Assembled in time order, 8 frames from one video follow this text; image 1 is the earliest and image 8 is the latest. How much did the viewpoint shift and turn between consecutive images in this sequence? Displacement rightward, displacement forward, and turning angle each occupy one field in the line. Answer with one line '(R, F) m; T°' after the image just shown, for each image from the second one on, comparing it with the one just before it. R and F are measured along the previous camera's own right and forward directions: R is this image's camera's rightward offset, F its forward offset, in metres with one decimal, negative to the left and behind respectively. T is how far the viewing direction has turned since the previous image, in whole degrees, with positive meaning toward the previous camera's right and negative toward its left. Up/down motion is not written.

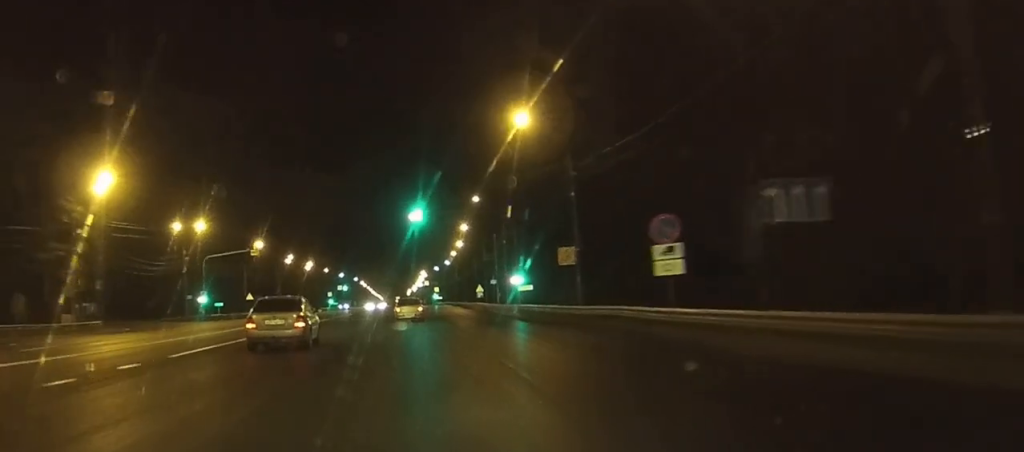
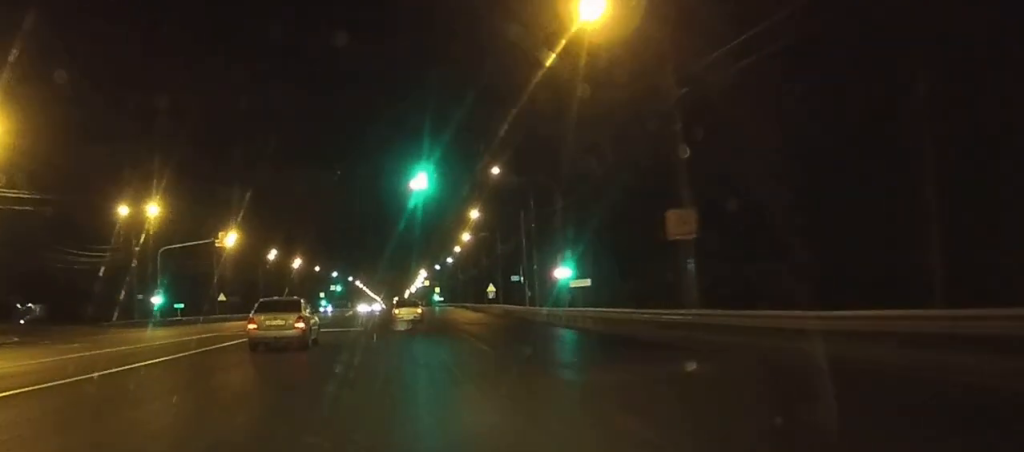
(0.0, +19.7) m; 0°
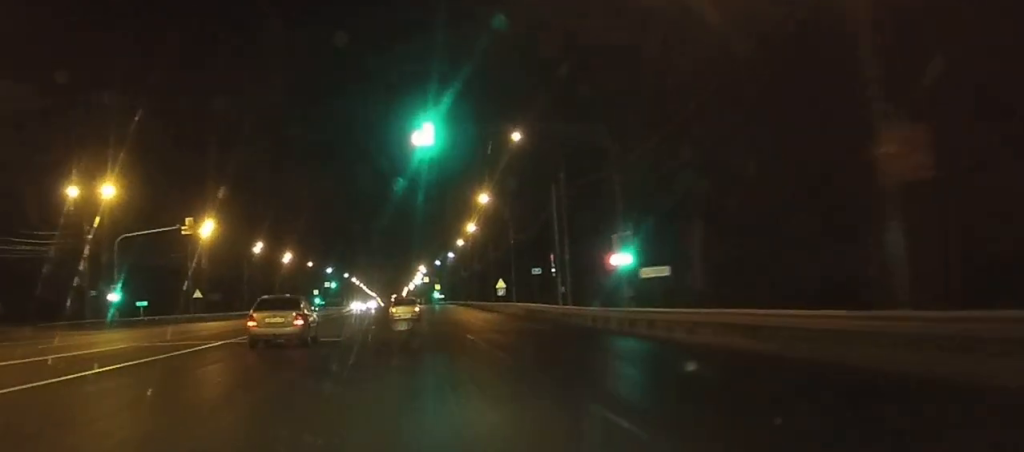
(+0.1, +13.1) m; 0°
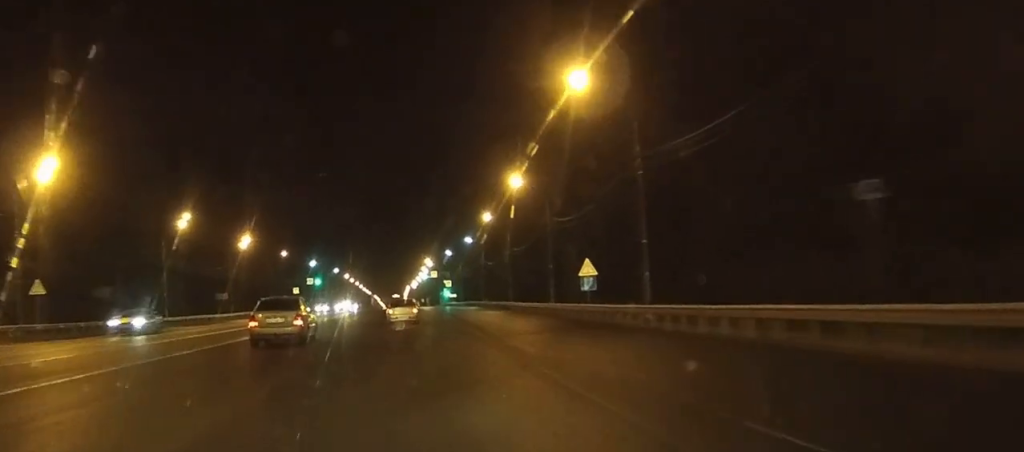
(+0.2, +46.6) m; 0°
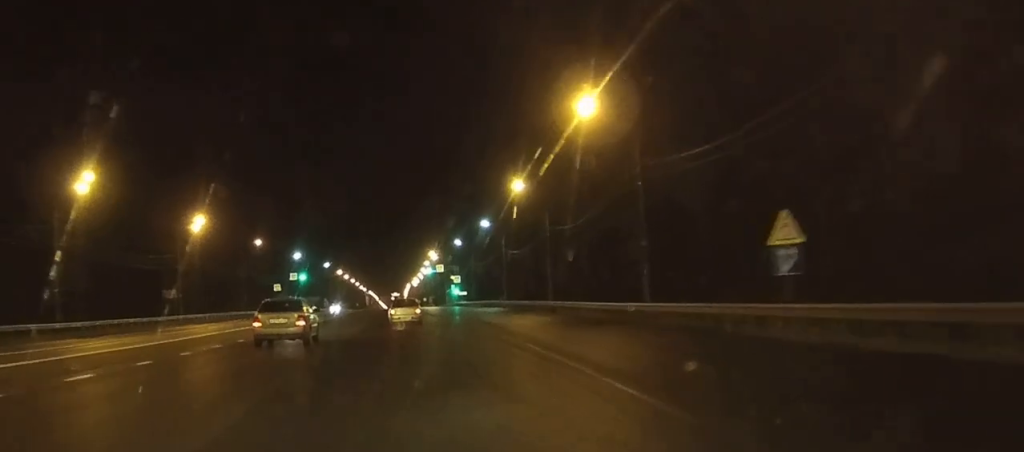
(-0.1, +28.4) m; 0°
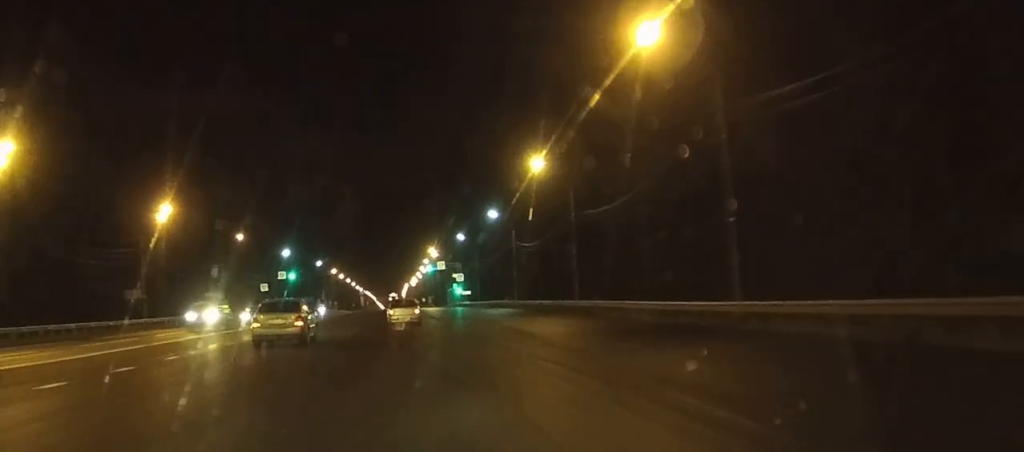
(0.0, +12.8) m; 0°
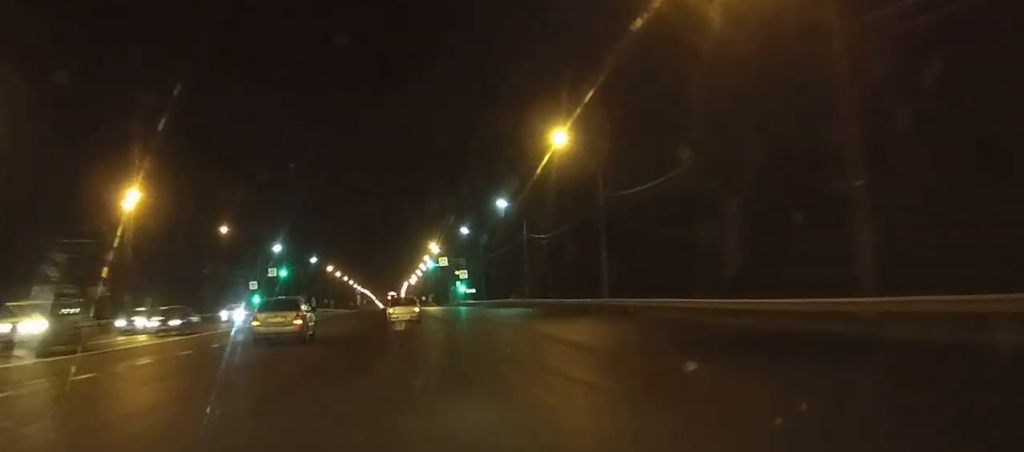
(0.0, +9.9) m; 0°
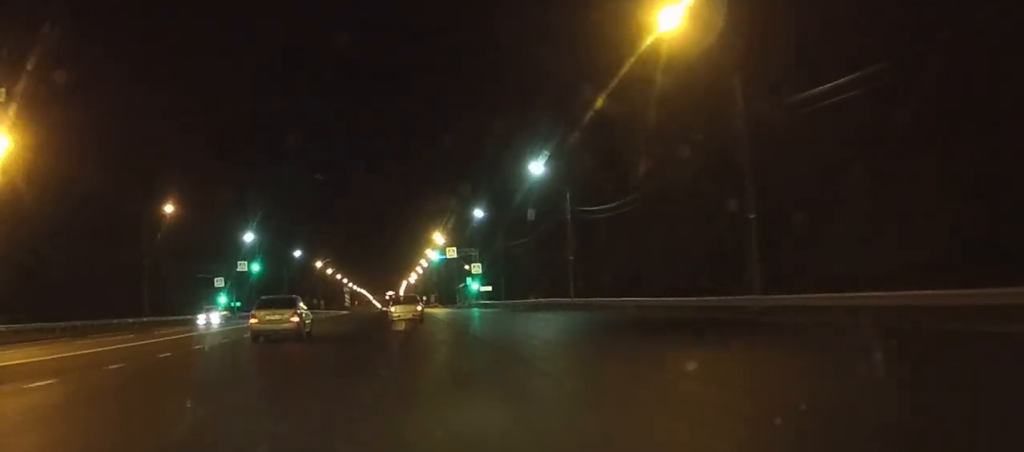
(+0.1, +24.8) m; 0°
